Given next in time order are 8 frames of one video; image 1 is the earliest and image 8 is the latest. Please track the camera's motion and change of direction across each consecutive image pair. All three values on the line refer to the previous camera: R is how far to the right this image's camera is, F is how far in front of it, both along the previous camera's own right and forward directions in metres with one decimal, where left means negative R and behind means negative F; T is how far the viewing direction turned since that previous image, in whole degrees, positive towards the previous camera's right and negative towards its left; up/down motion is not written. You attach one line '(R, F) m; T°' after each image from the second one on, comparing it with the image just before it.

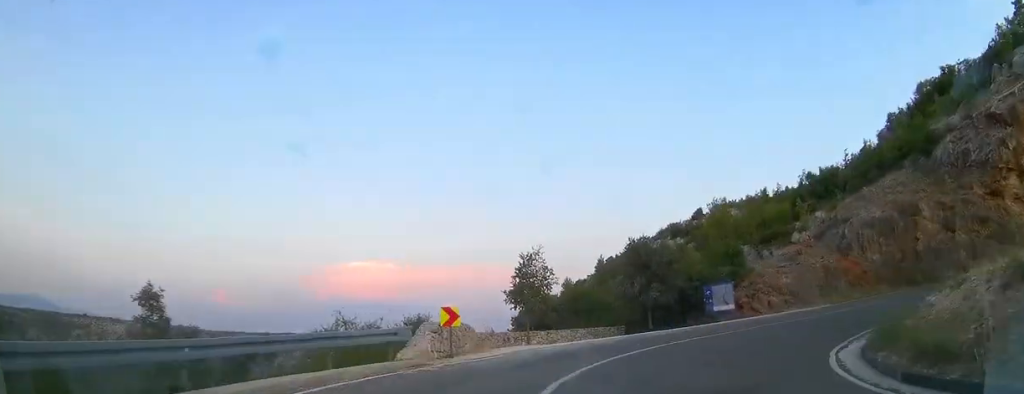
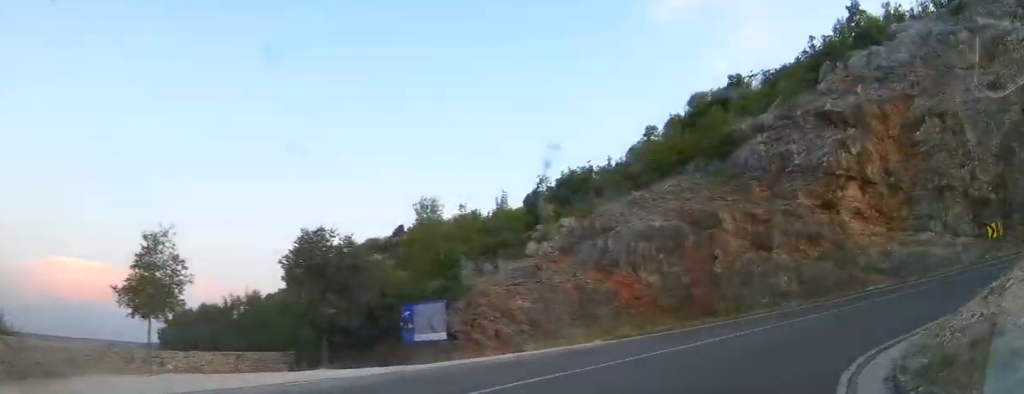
(-1.7, +9.2) m; +13°
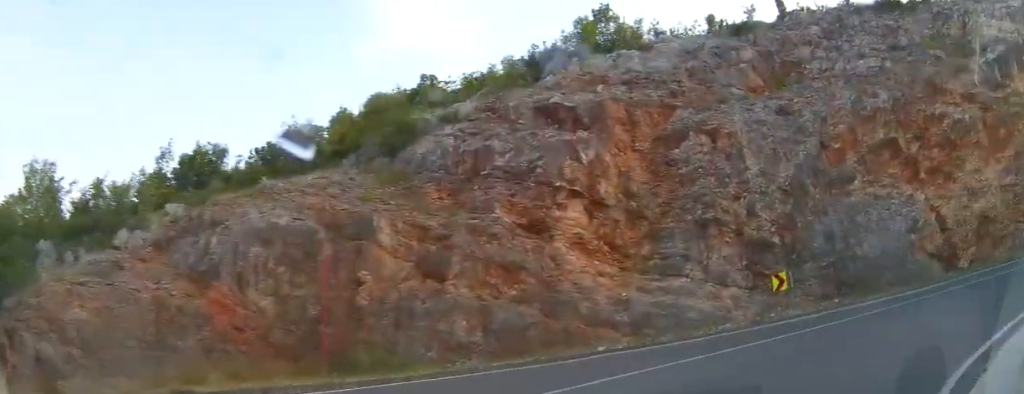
(+2.8, +7.1) m; +46°
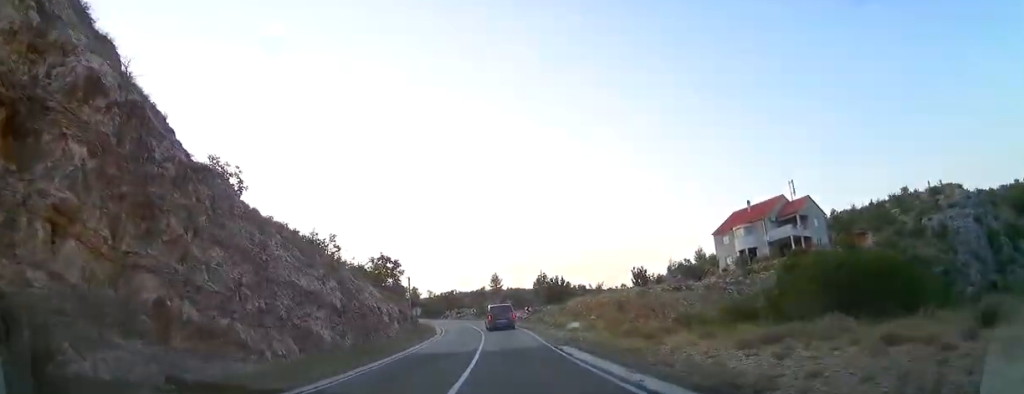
(+22.9, +5.2) m; +99°
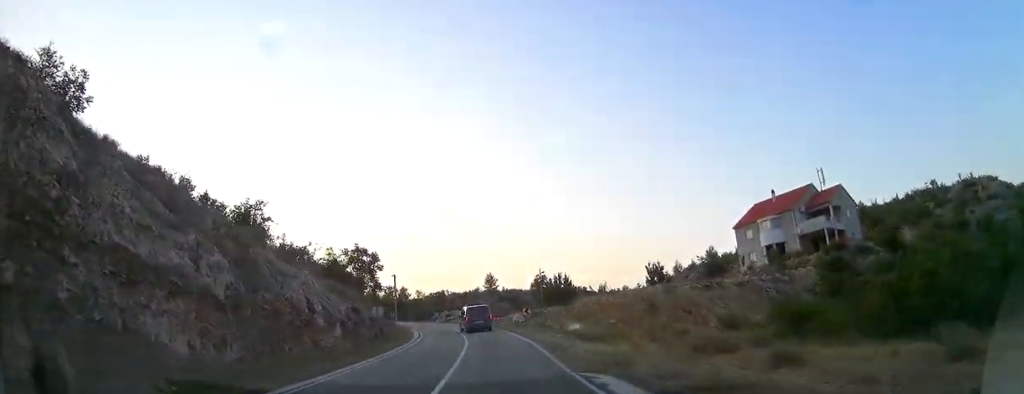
(+0.5, +8.4) m; +5°
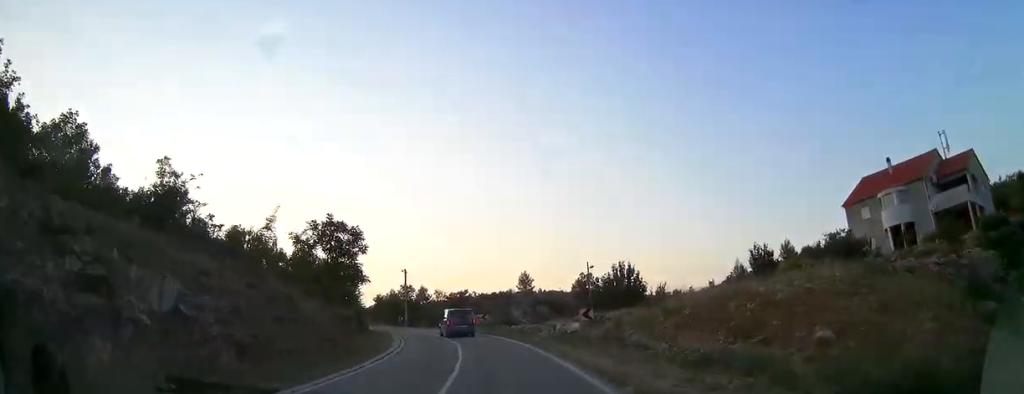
(+1.7, +17.3) m; +3°
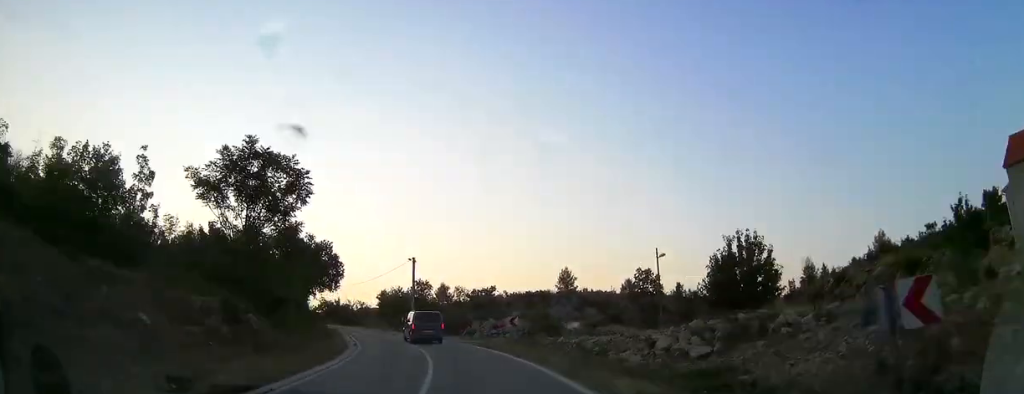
(-0.3, +16.6) m; -6°
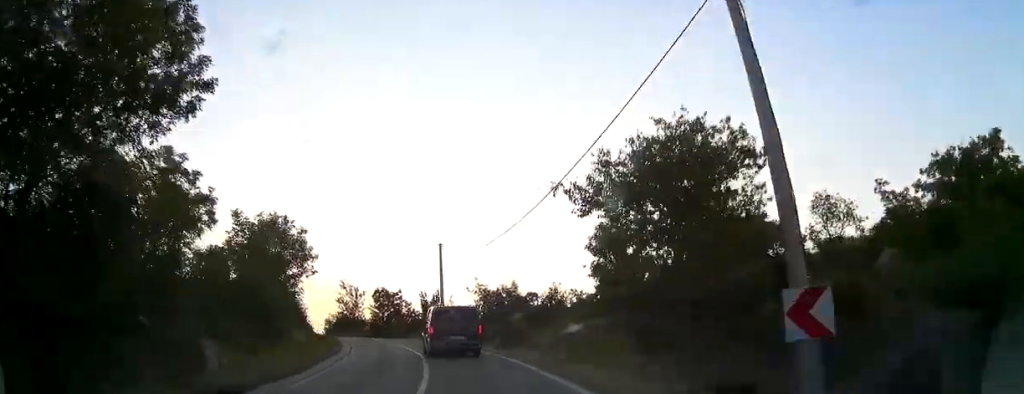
(-7.9, +45.1) m; -20°
